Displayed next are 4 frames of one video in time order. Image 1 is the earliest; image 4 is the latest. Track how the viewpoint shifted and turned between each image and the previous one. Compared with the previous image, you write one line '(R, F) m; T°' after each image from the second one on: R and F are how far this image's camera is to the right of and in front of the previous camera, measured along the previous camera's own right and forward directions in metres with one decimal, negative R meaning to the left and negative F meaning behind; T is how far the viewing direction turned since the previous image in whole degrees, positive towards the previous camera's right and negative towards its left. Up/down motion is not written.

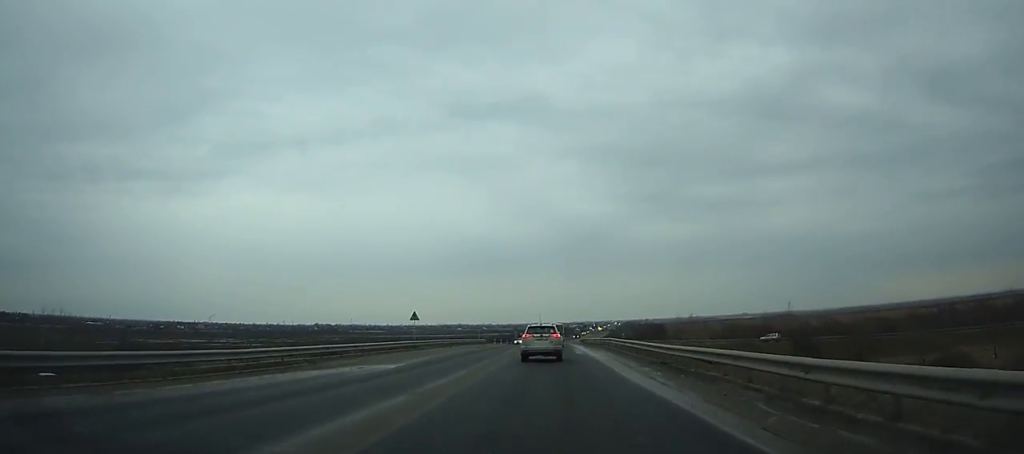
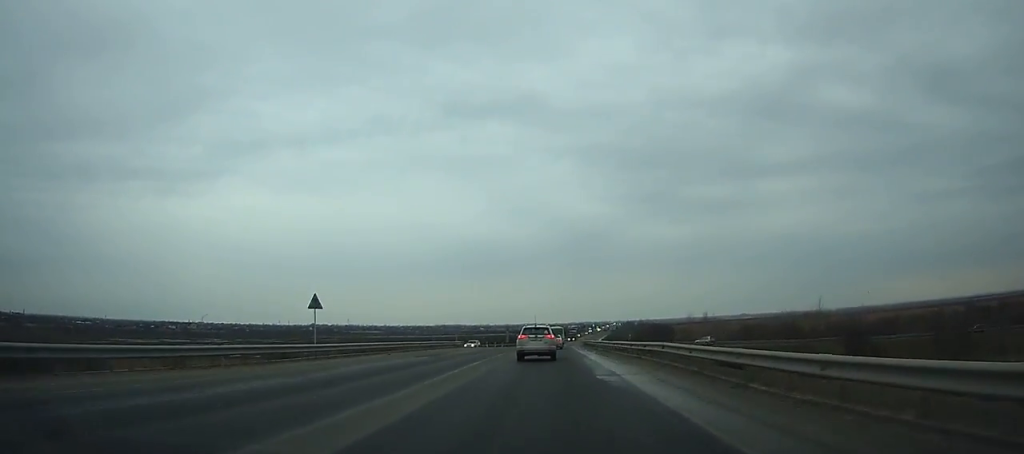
(-0.1, +20.3) m; 0°
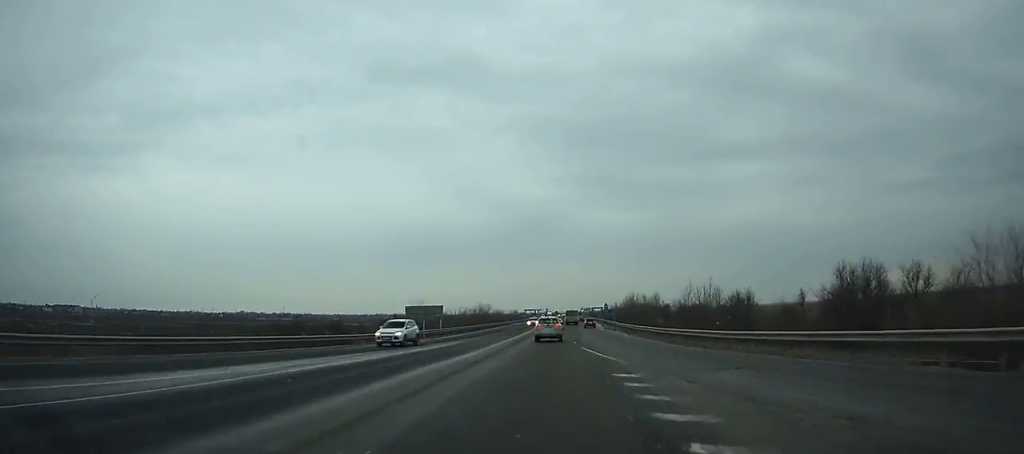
(+8.0, +184.1) m; +6°
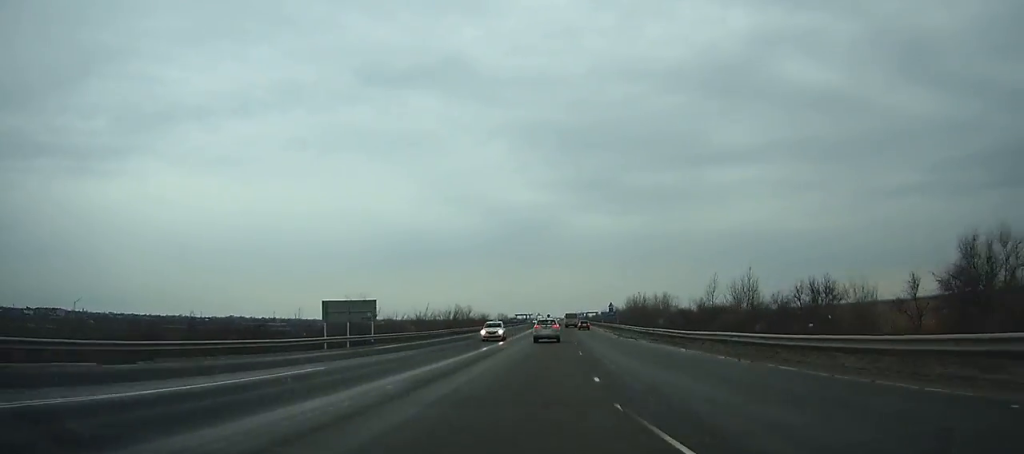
(+0.2, +24.6) m; +1°
